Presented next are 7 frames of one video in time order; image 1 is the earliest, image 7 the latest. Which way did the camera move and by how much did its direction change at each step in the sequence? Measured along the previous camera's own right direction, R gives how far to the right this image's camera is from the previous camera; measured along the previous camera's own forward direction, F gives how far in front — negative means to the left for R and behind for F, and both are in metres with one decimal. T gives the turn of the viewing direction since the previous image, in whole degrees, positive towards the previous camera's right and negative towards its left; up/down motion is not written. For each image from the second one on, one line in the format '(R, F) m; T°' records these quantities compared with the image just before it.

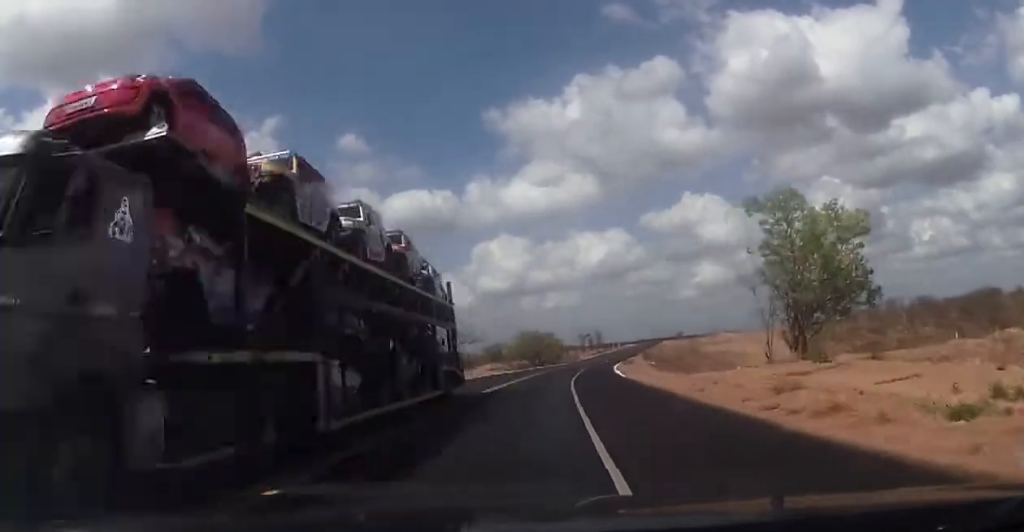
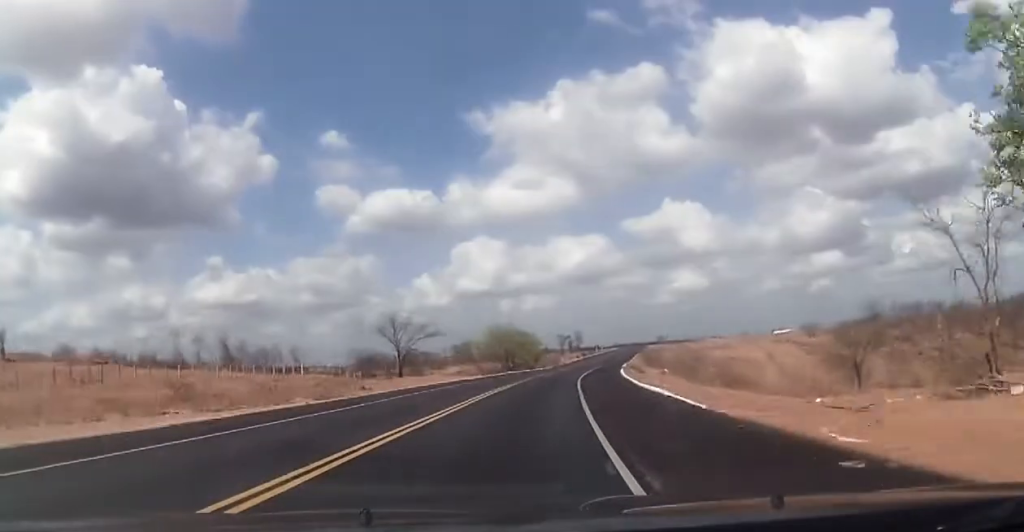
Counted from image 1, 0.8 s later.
(+0.3, +22.3) m; +1°
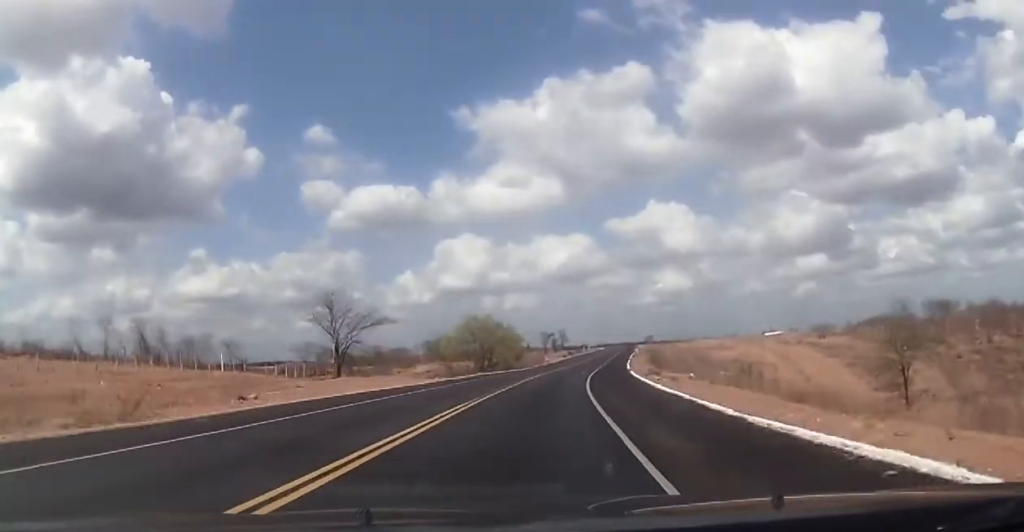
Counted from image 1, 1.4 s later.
(+0.1, +17.6) m; +1°
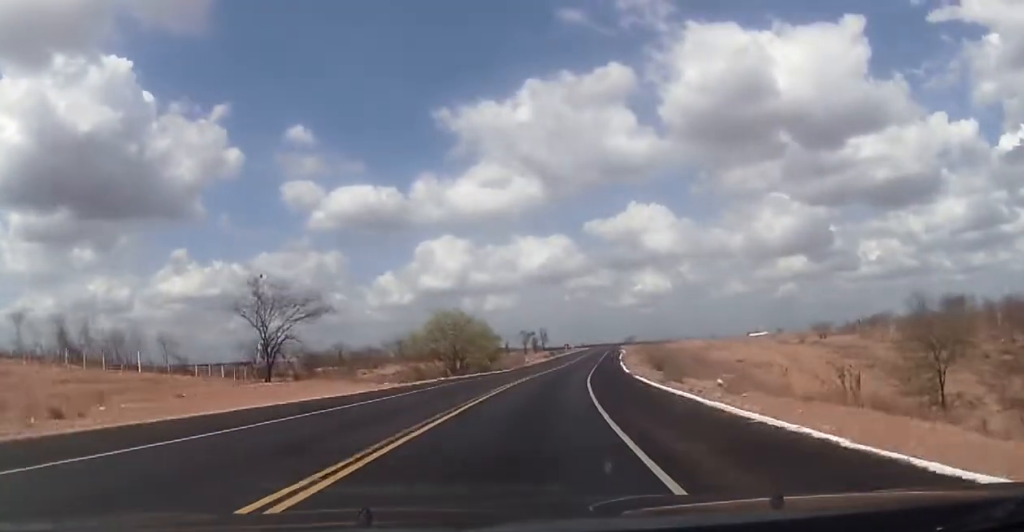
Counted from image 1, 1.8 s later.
(+0.1, +11.8) m; +1°
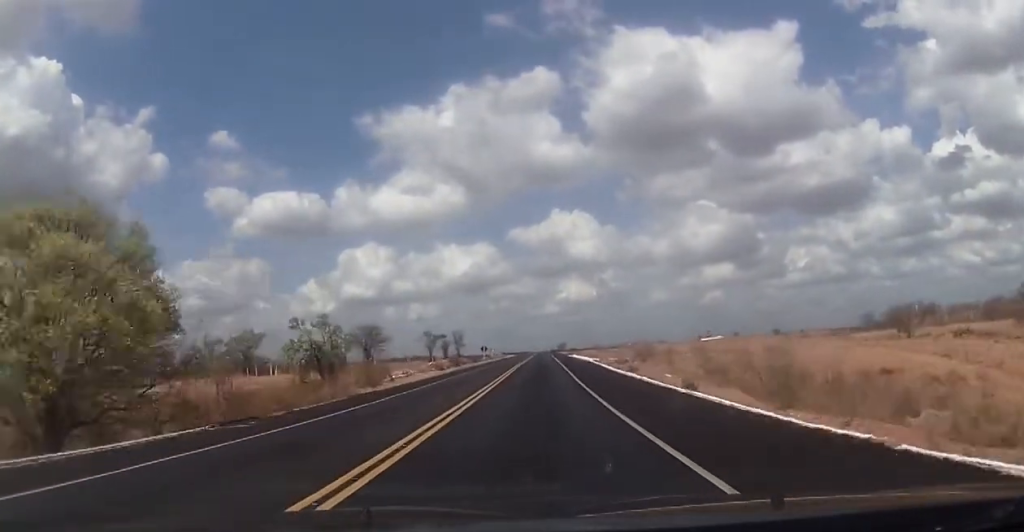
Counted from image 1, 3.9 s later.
(+3.5, +64.3) m; +7°
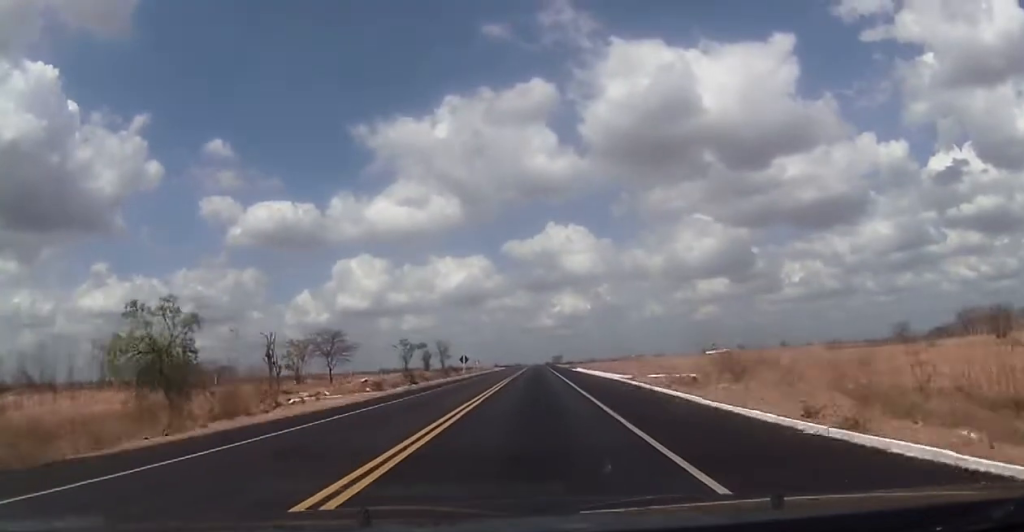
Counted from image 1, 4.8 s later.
(+0.5, +25.1) m; +1°
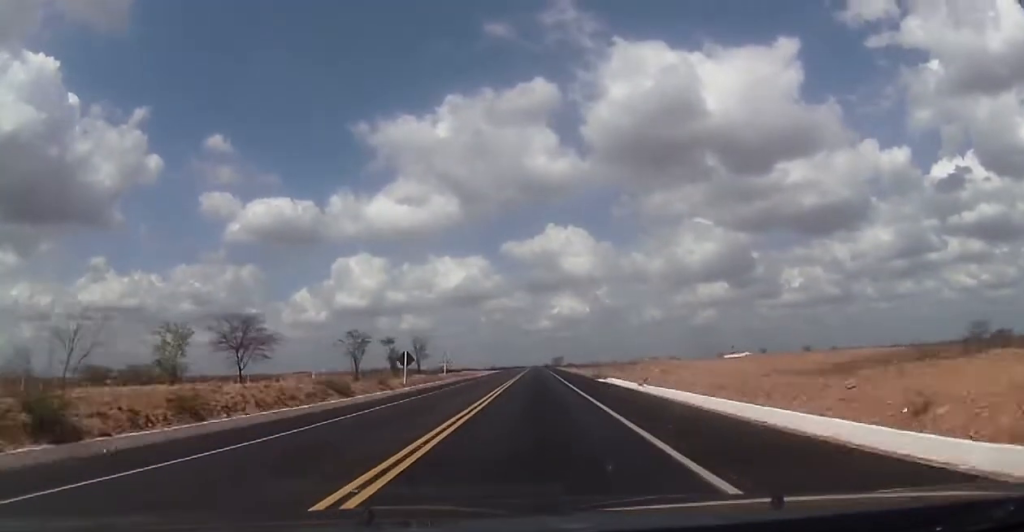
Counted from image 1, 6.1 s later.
(+0.3, +41.3) m; +1°
